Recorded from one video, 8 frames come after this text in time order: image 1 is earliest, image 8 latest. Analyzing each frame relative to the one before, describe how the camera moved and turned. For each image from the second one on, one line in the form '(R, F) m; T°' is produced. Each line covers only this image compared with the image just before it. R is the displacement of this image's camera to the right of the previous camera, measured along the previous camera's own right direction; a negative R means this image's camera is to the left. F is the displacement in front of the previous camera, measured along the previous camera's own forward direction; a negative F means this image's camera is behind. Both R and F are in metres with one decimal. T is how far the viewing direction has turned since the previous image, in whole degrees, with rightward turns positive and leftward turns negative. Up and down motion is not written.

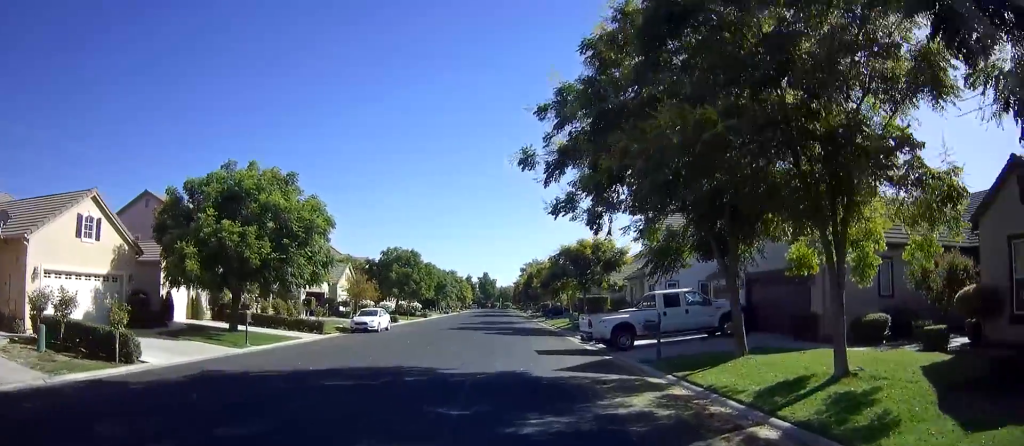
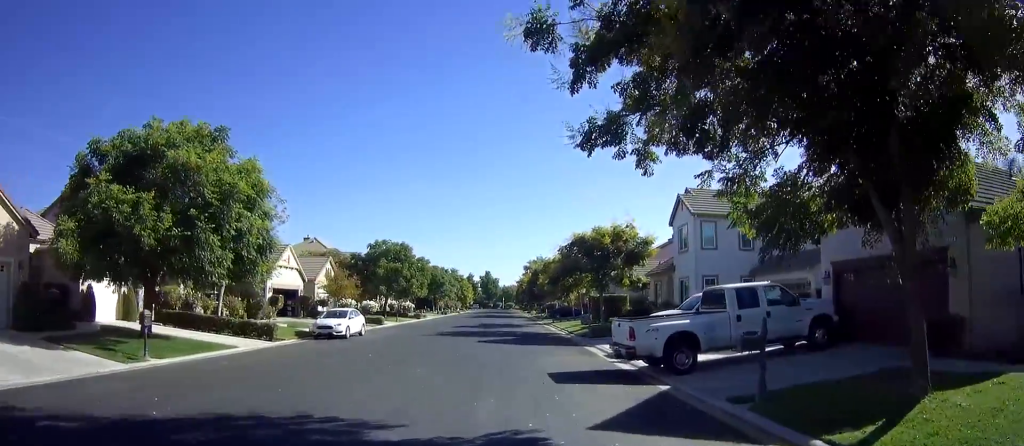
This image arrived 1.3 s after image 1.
(0.0, +6.9) m; 0°
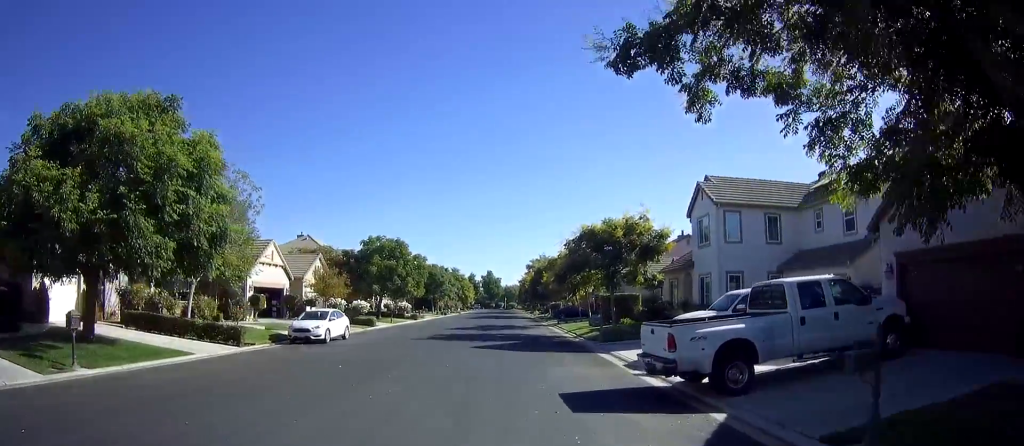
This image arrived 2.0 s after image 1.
(0.0, +3.2) m; 0°
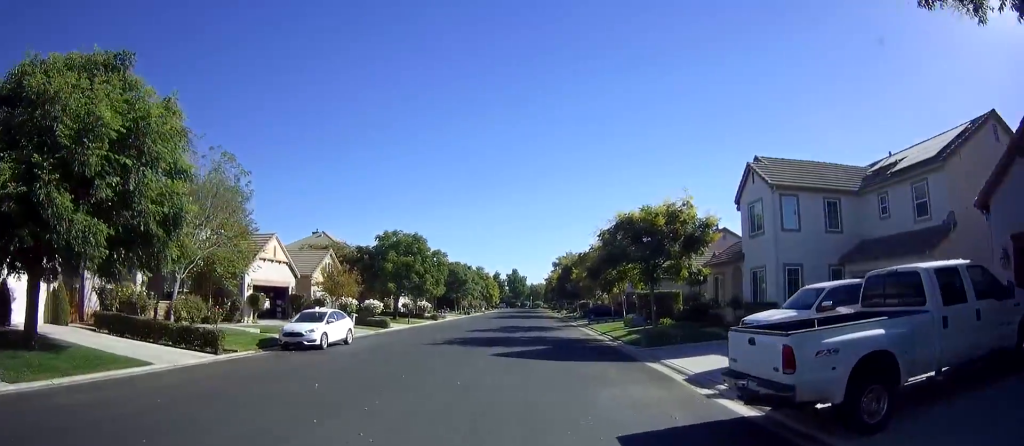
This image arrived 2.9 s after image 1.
(0.0, +3.5) m; -1°
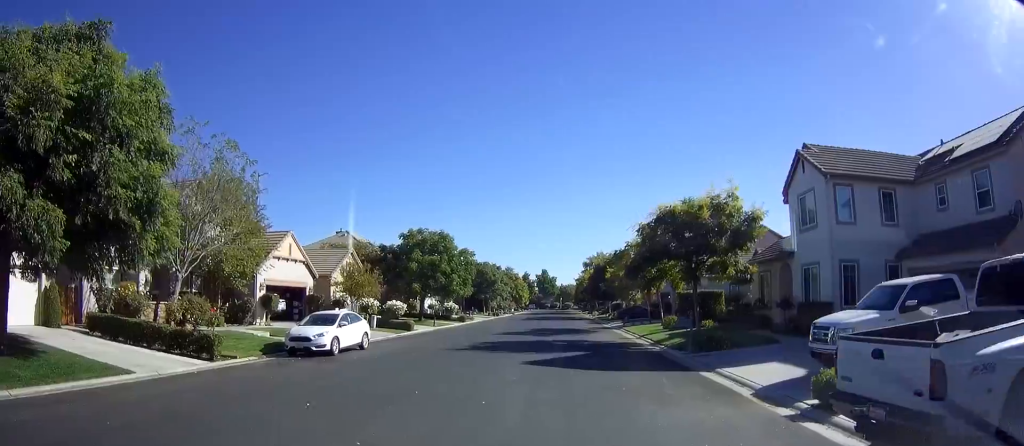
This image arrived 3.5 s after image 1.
(0.0, +2.1) m; -4°
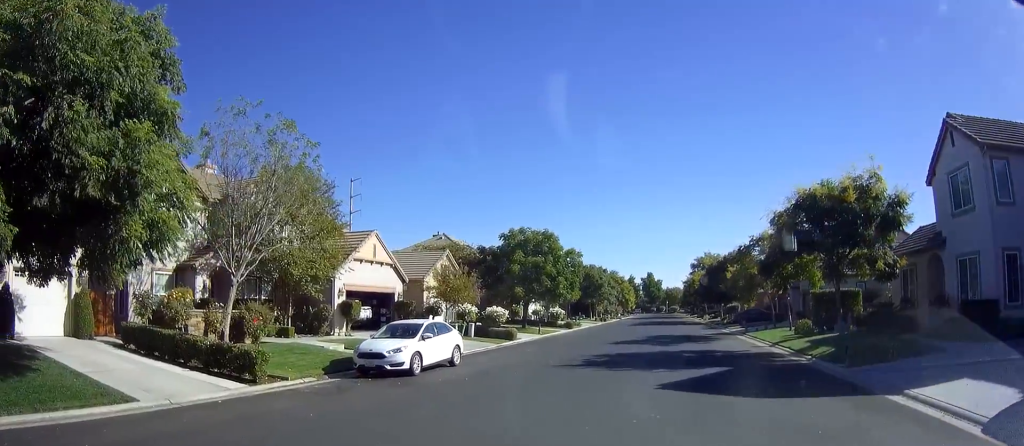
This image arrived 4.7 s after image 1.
(-0.6, +3.4) m; -22°
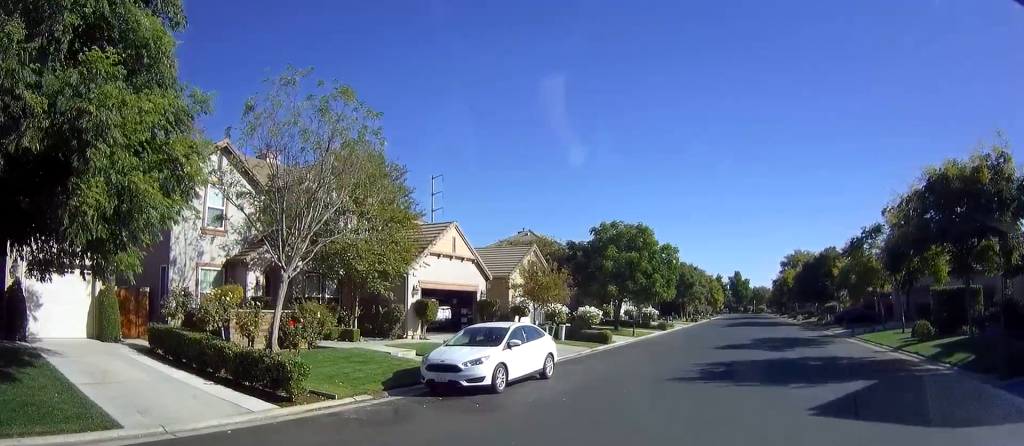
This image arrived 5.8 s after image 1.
(-0.4, +2.5) m; -9°
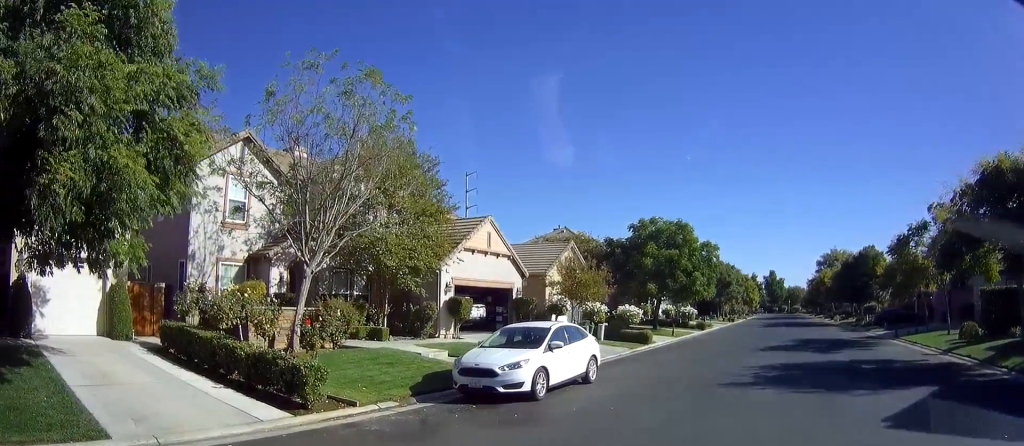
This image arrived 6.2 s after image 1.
(0.0, +0.9) m; 0°
